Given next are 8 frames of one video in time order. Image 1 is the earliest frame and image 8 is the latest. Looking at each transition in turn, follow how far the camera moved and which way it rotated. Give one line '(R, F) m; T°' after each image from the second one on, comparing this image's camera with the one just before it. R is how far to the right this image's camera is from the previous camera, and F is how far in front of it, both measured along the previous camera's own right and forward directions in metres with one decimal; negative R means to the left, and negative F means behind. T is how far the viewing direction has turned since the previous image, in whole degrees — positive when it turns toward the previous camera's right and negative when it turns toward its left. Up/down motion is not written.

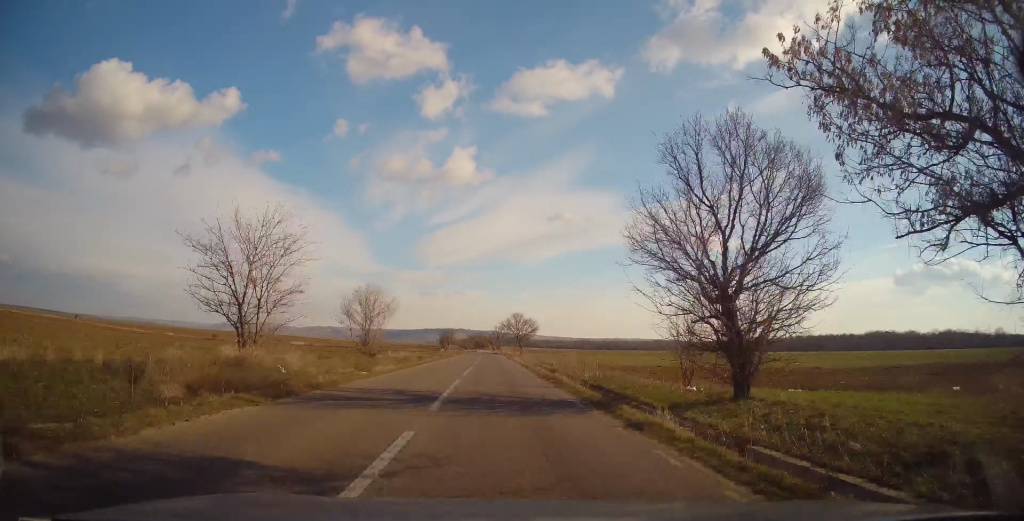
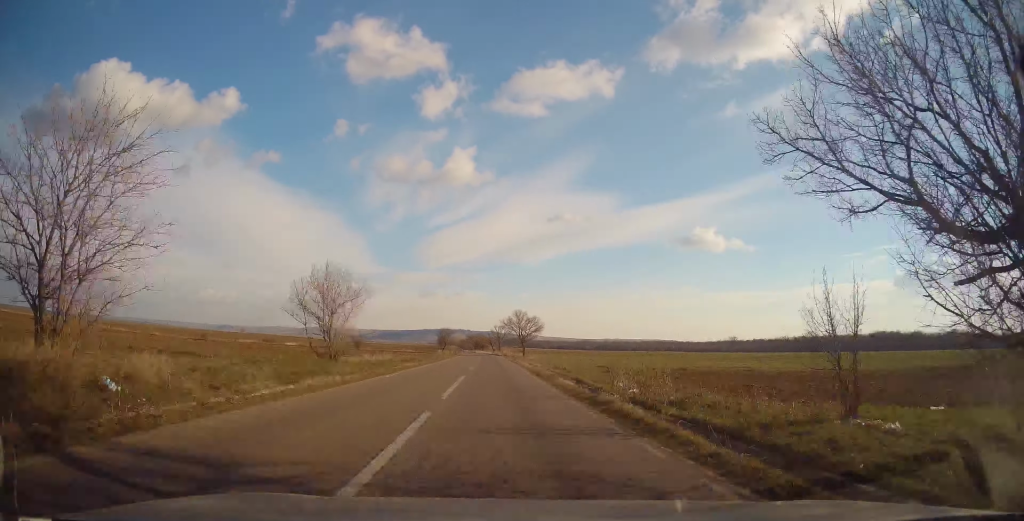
(+0.1, +9.6) m; 0°
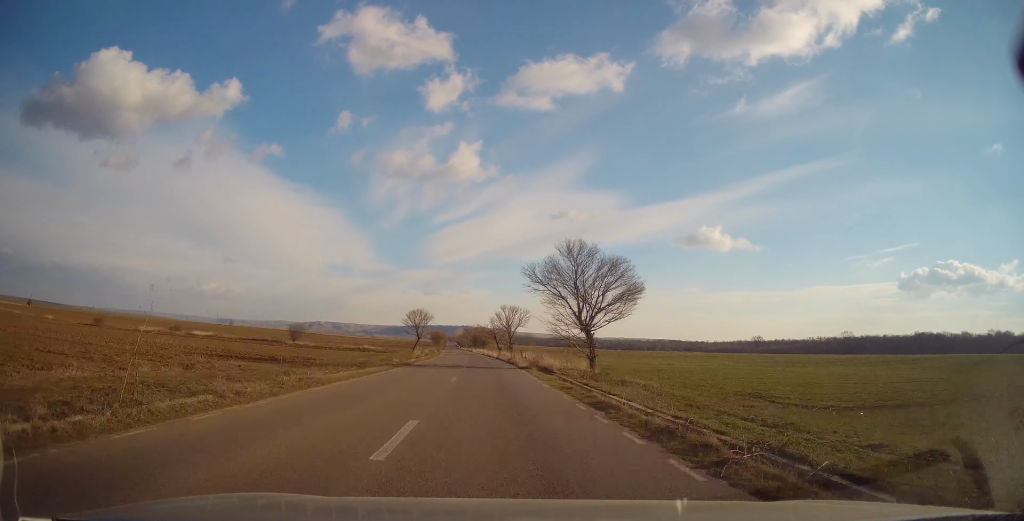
(-0.2, +61.0) m; -2°
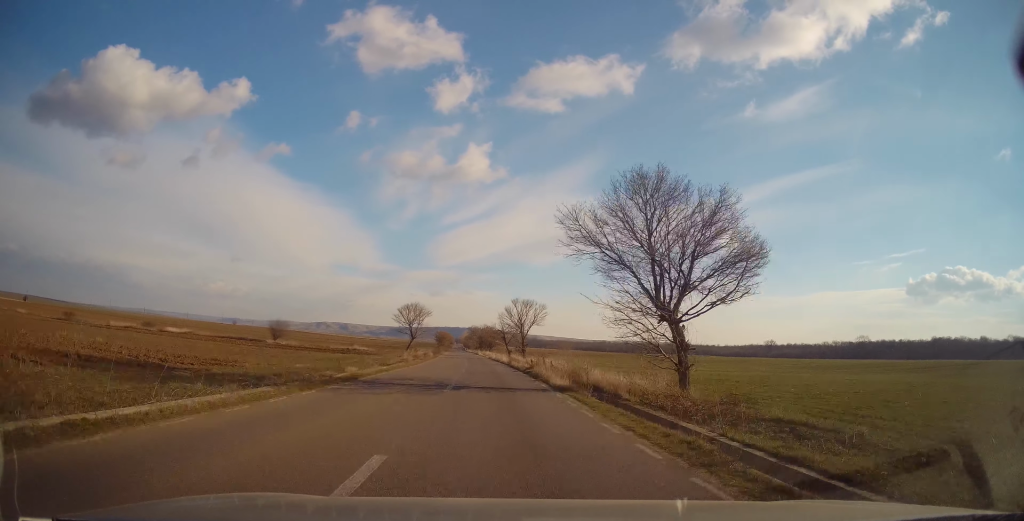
(-0.2, +15.3) m; 0°
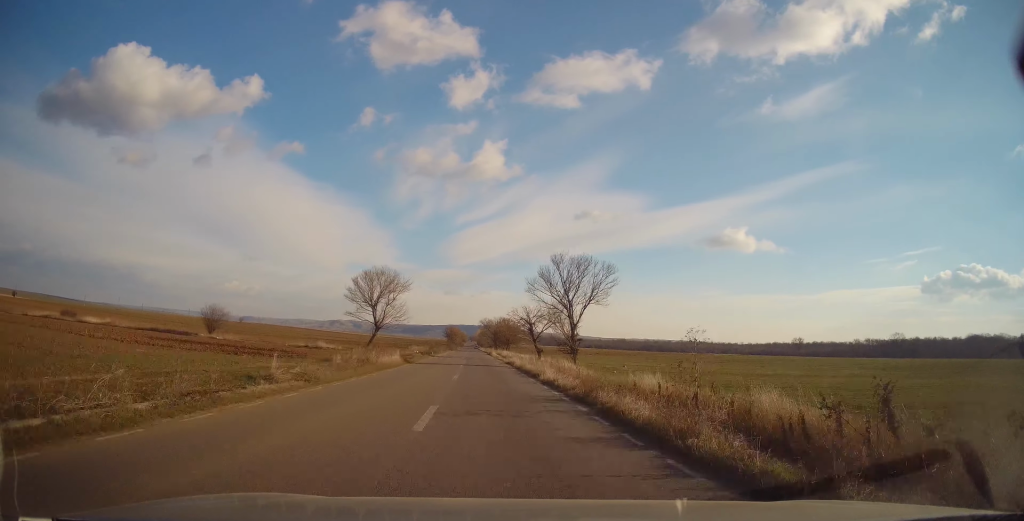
(-0.1, +30.7) m; -1°
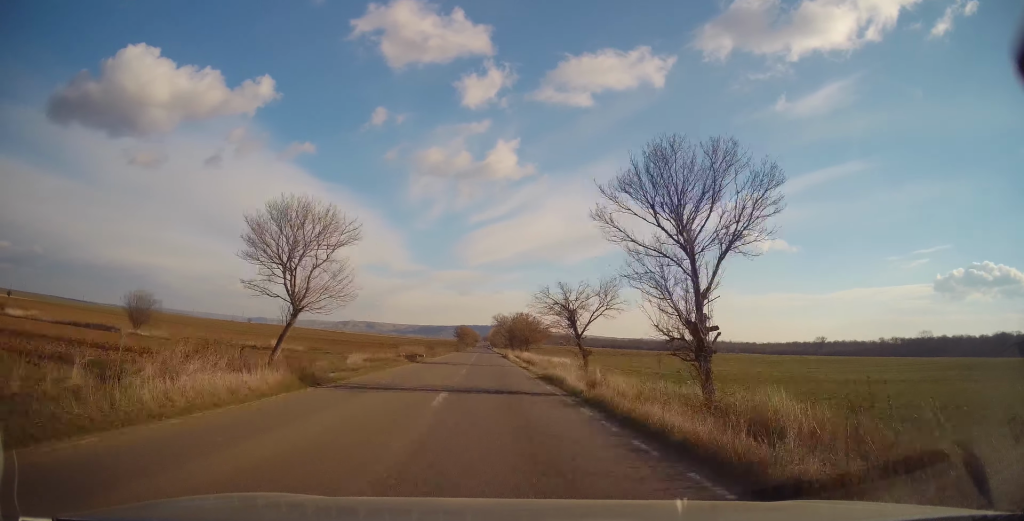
(-0.2, +20.8) m; -1°
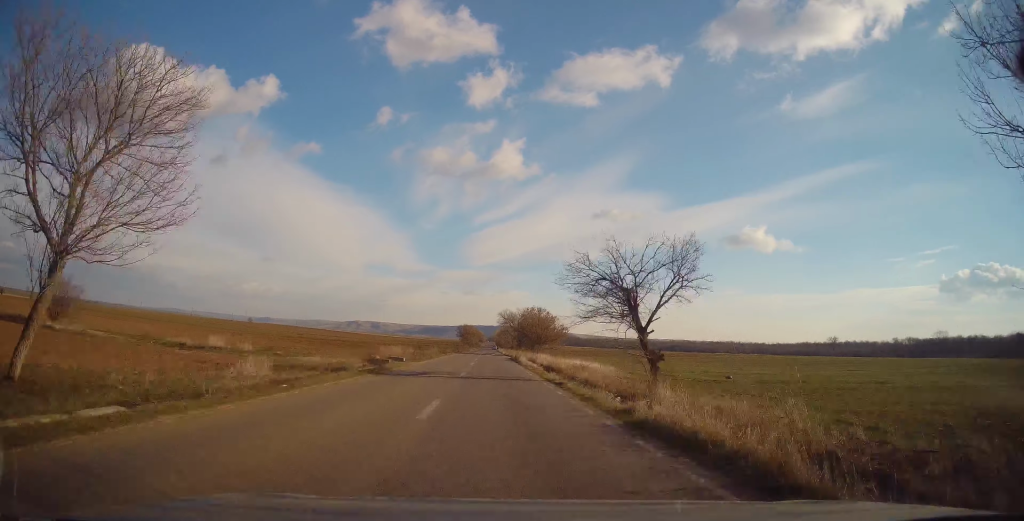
(-0.2, +13.8) m; -1°
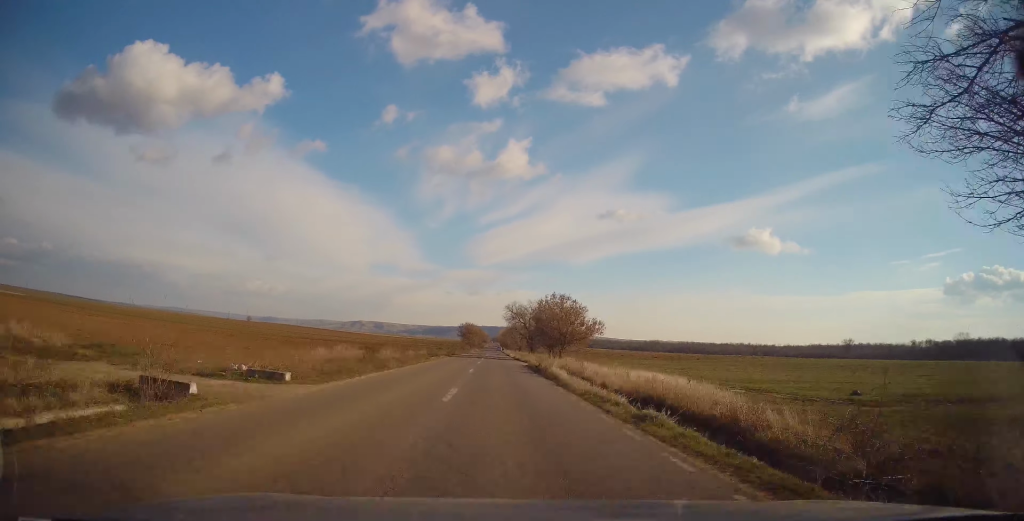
(0.0, +20.8) m; 0°
